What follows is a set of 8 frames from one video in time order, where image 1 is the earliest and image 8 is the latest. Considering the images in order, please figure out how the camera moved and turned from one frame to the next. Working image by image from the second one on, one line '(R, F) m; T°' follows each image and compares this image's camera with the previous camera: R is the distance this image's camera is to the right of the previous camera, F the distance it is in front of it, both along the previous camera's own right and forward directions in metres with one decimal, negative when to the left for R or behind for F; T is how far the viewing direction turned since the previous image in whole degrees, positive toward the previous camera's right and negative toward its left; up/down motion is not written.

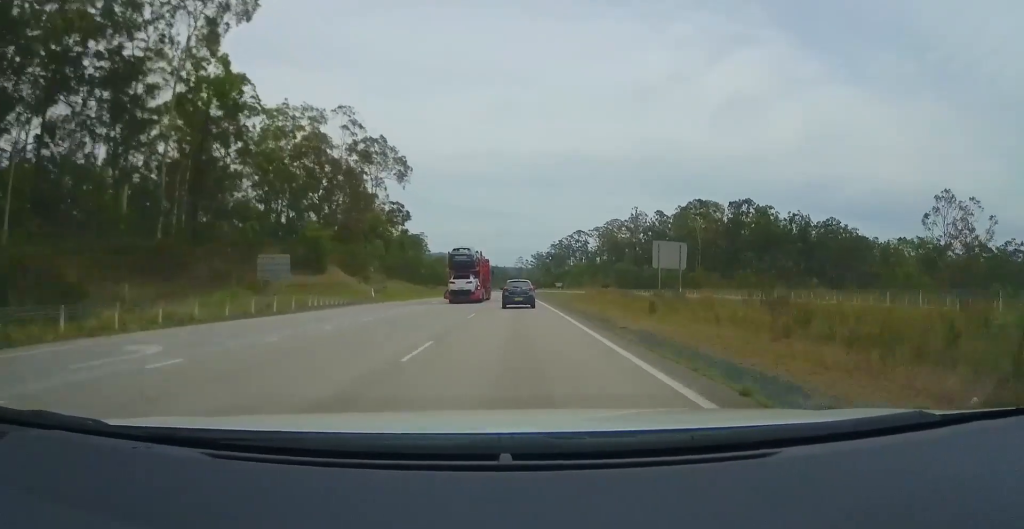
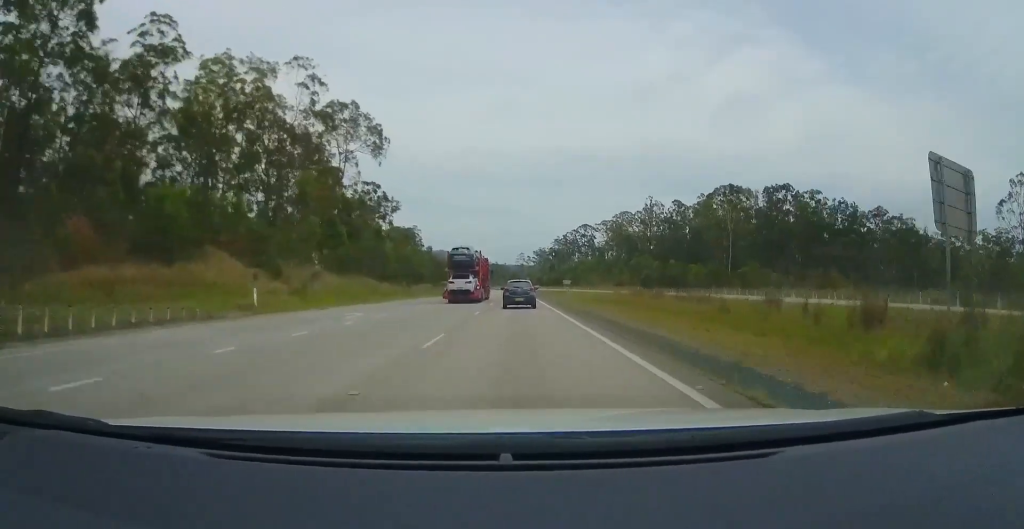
(-0.3, +21.7) m; -1°
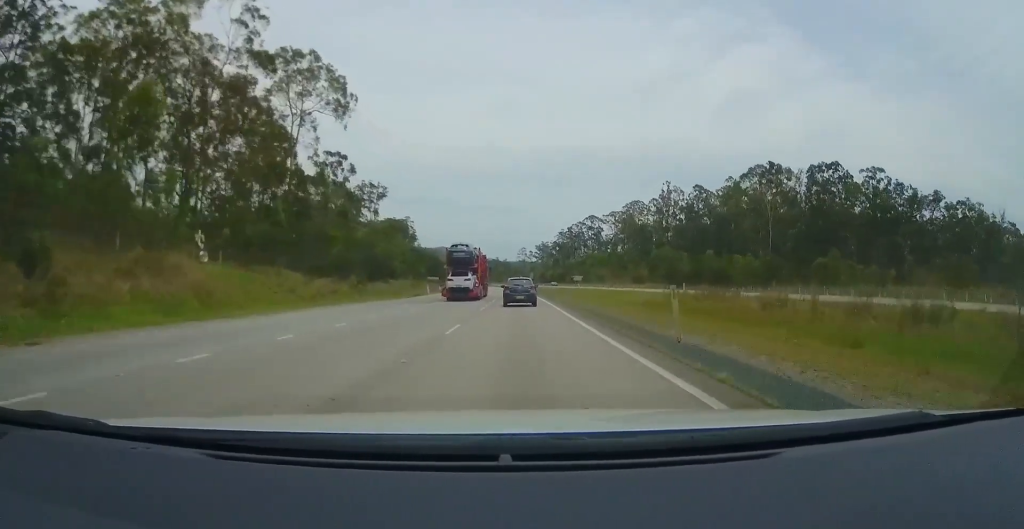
(0.0, +20.6) m; 0°
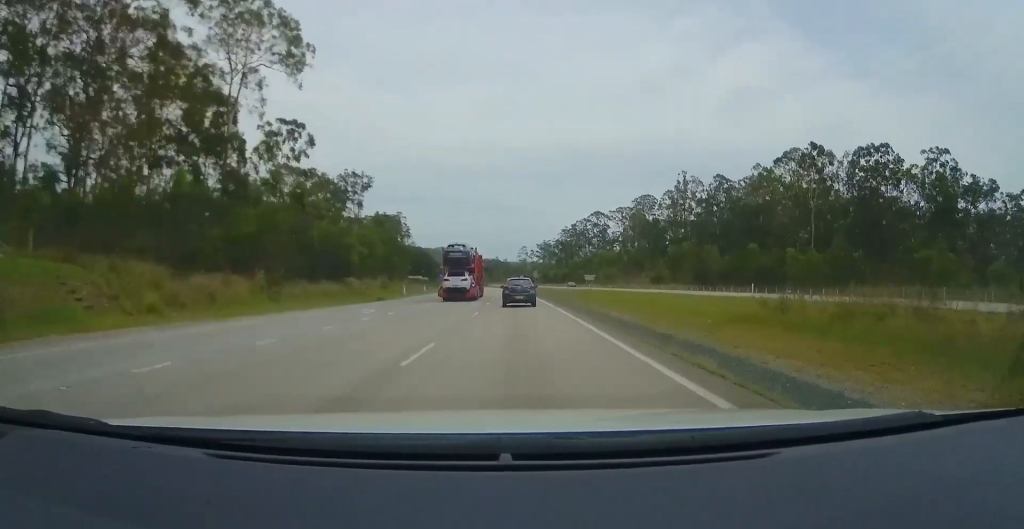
(0.0, +17.1) m; 0°
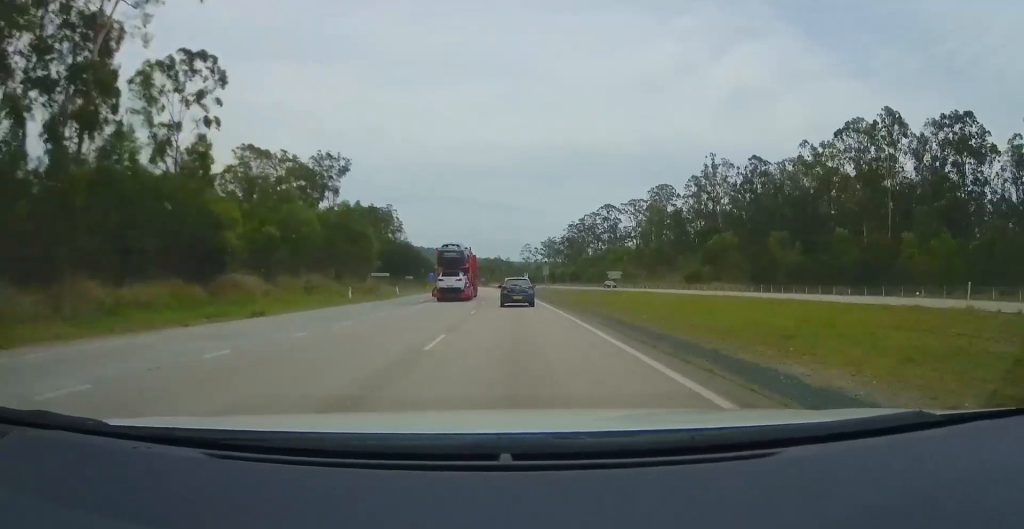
(0.0, +21.6) m; 0°
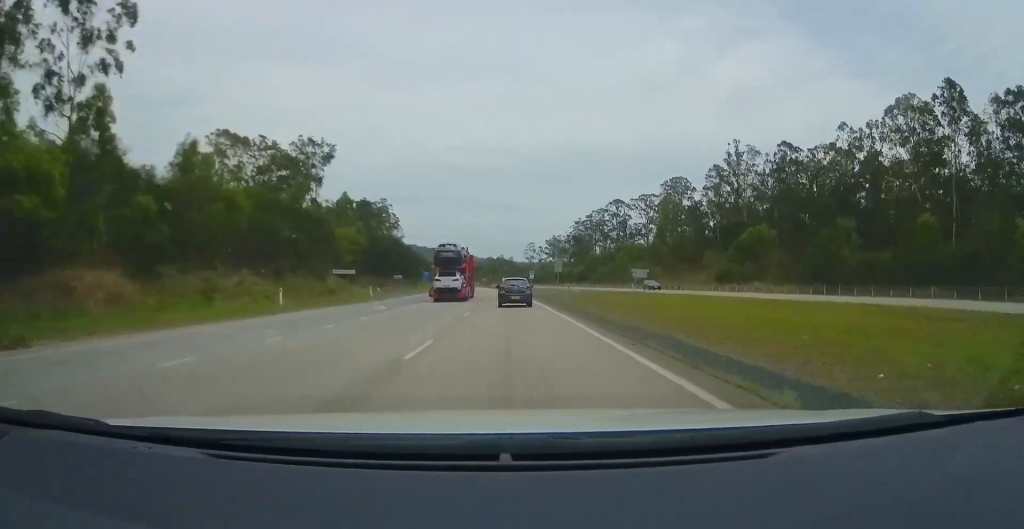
(0.0, +13.5) m; 0°
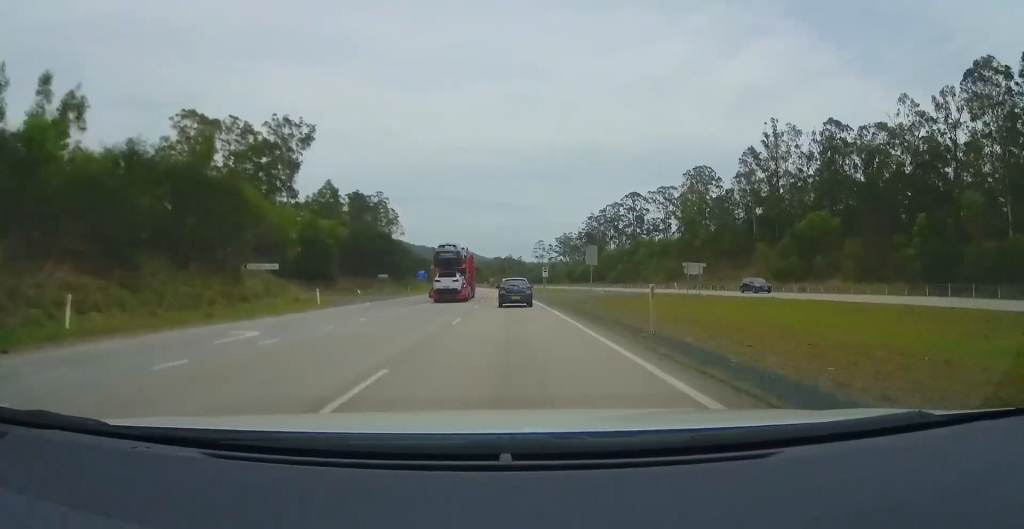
(+0.1, +15.7) m; -1°
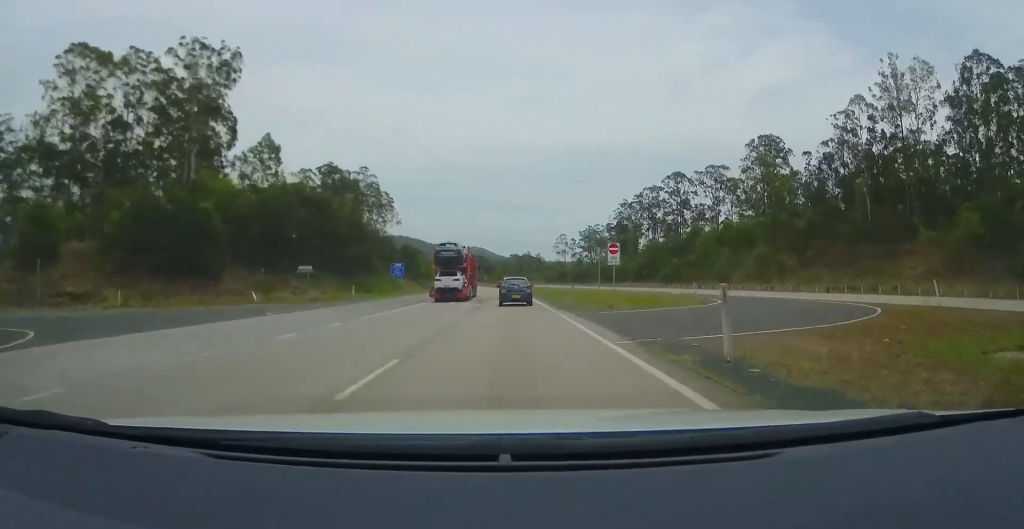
(-0.8, +34.6) m; -2°
